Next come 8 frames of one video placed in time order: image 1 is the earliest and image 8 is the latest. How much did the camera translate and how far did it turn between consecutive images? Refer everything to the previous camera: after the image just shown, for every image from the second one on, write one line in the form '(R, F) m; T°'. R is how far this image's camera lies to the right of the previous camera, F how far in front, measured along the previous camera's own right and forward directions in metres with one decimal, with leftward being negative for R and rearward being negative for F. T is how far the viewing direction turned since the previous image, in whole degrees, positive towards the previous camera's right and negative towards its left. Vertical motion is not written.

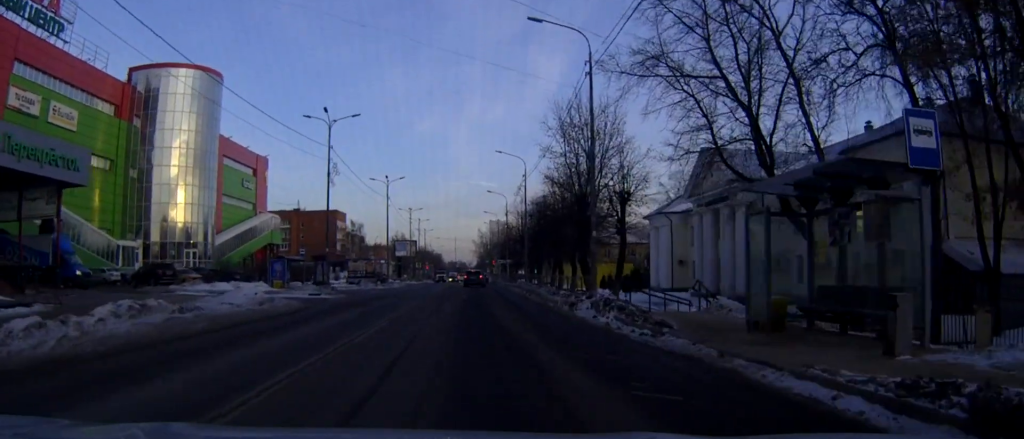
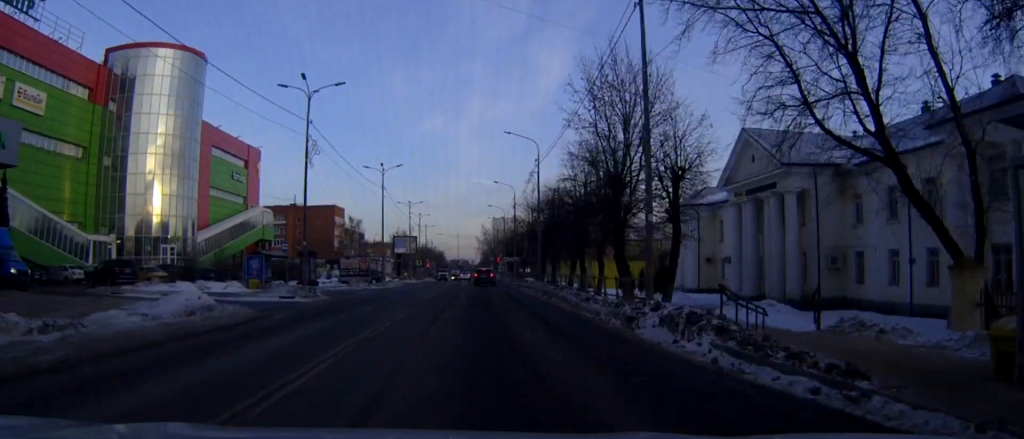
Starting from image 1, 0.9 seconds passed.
(0.0, +7.7) m; 0°
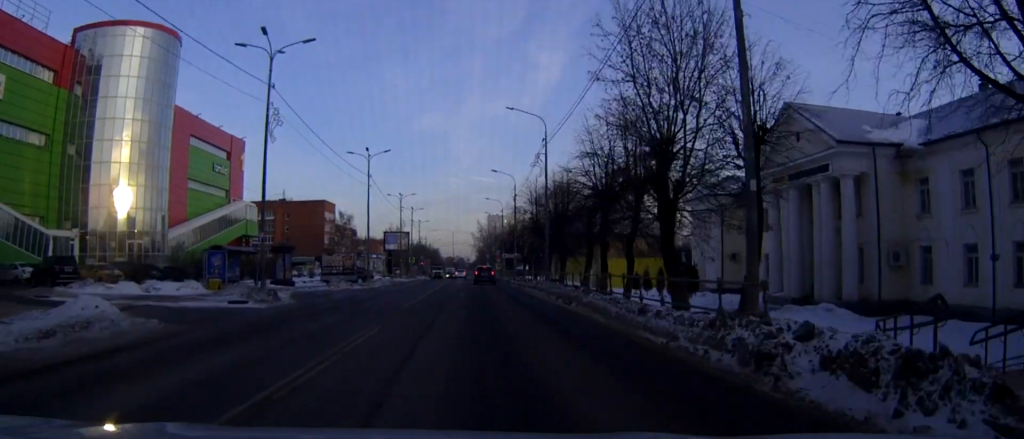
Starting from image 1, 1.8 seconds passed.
(0.0, +7.4) m; 0°
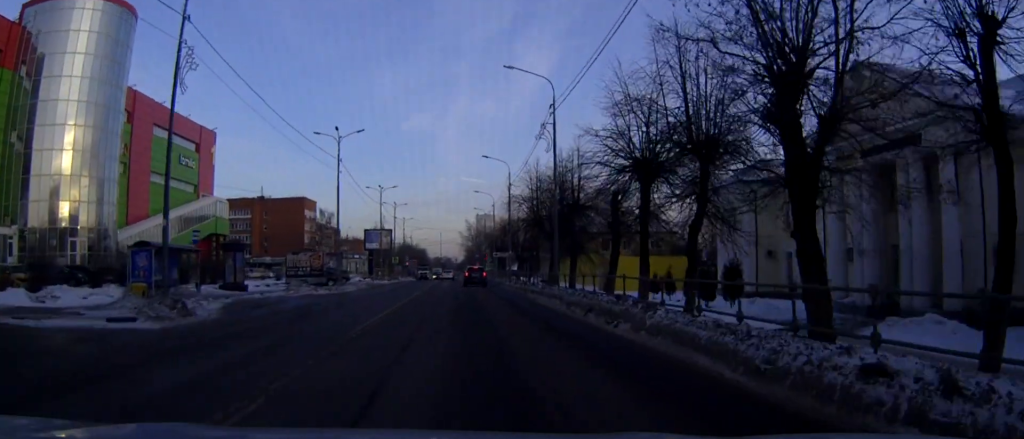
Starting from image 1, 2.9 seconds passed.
(-0.1, +9.4) m; 0°
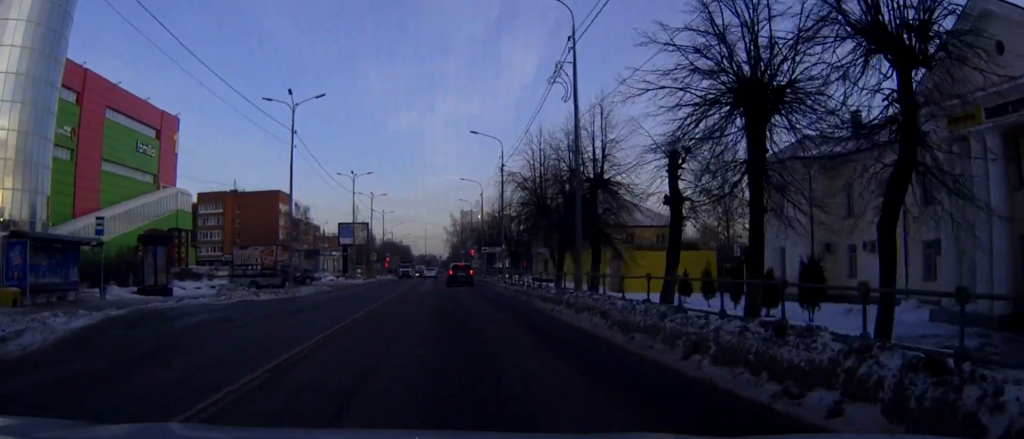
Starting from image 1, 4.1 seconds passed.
(+0.2, +10.3) m; +2°
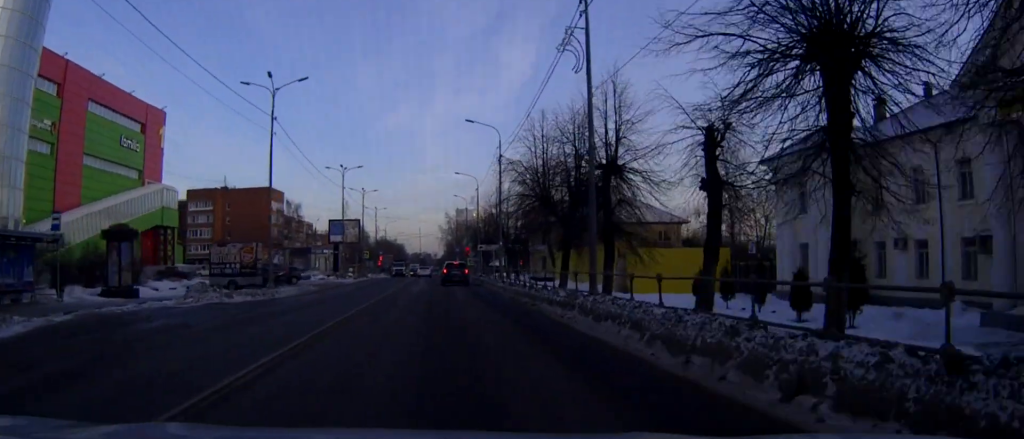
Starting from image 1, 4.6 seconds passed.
(0.0, +3.5) m; 0°
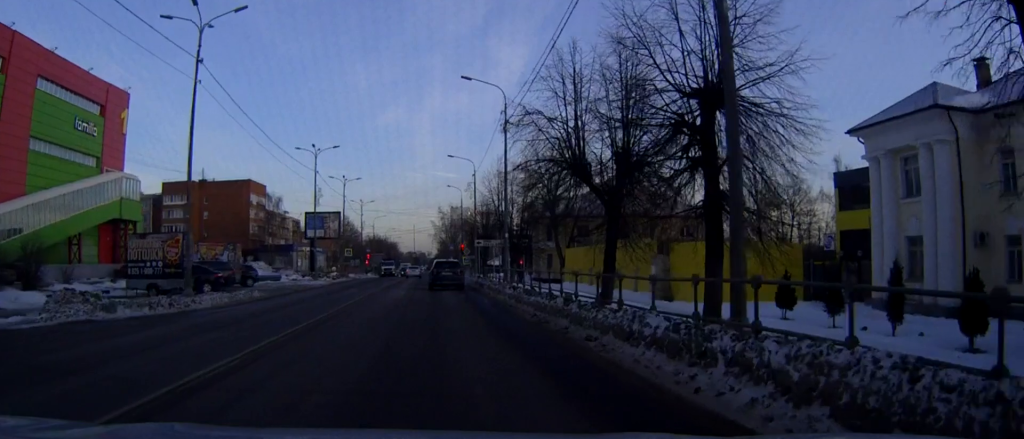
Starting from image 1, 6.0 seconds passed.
(-0.1, +11.0) m; -2°
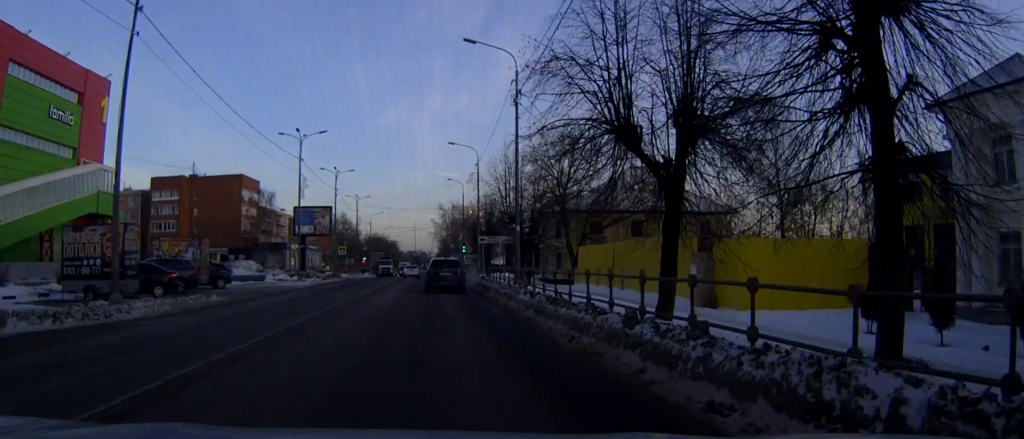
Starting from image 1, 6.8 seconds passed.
(-0.1, +6.1) m; -1°
